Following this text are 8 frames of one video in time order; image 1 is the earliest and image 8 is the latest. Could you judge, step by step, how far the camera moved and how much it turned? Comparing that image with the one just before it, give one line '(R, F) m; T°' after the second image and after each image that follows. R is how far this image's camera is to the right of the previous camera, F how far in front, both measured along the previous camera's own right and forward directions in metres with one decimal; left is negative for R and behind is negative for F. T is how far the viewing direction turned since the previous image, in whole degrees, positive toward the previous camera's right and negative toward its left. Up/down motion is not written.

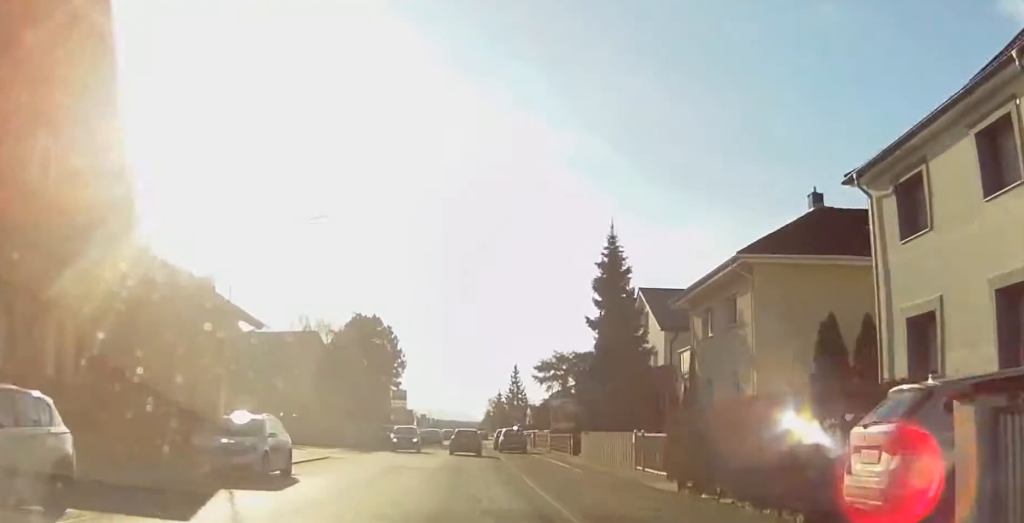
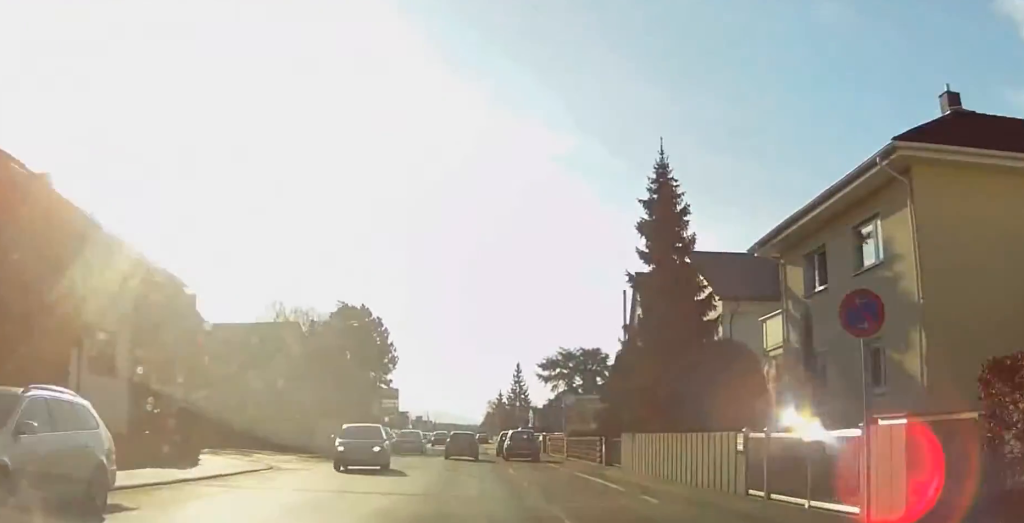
(+0.1, +12.0) m; -1°
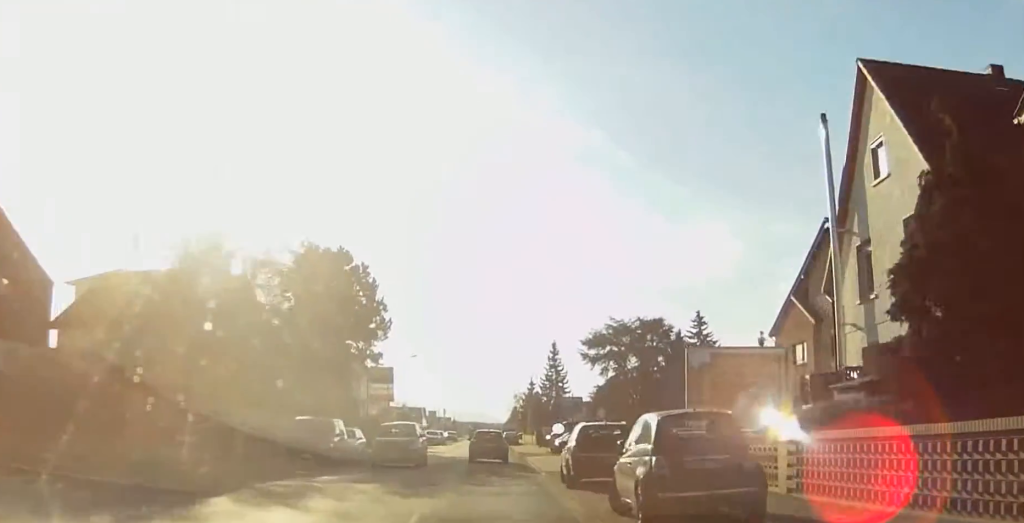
(-0.2, +33.4) m; +1°
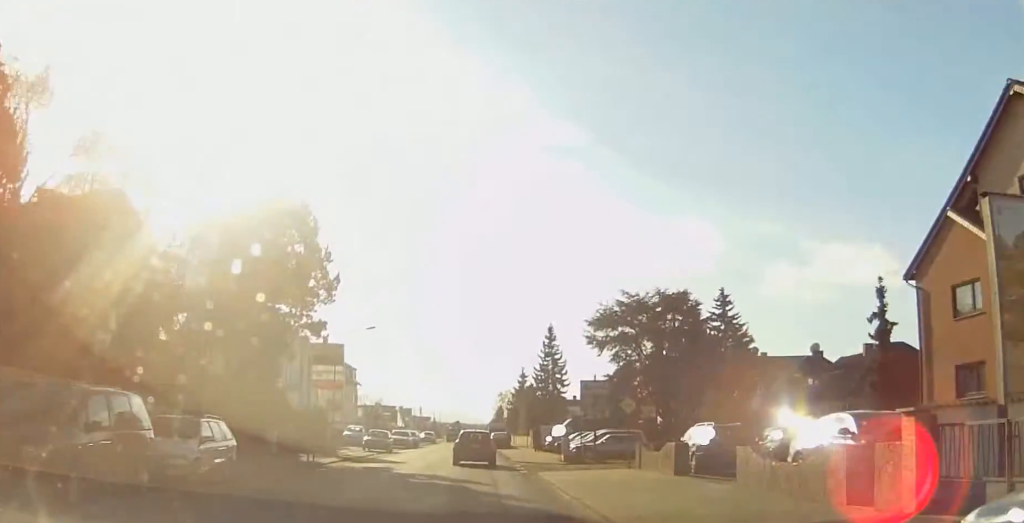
(+0.4, +21.2) m; +2°
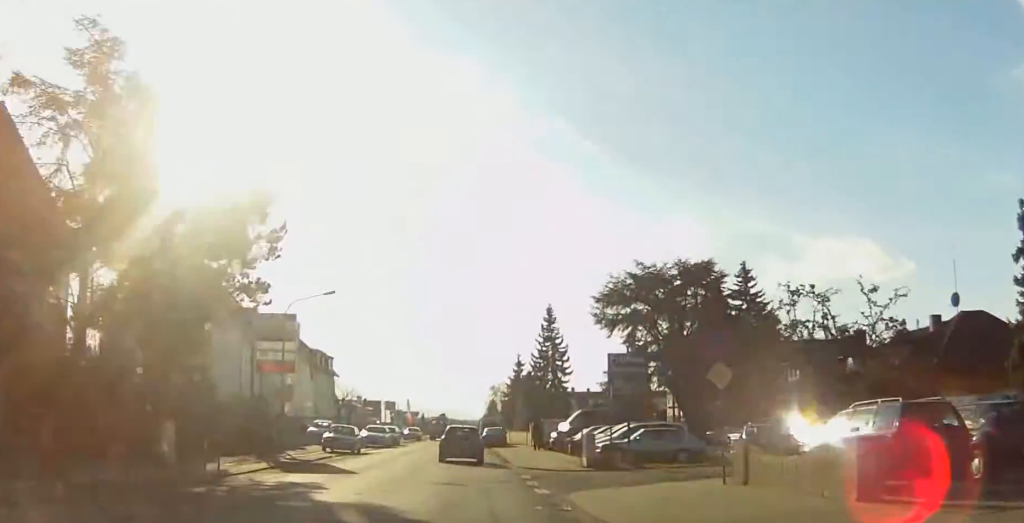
(-0.3, +13.1) m; +1°
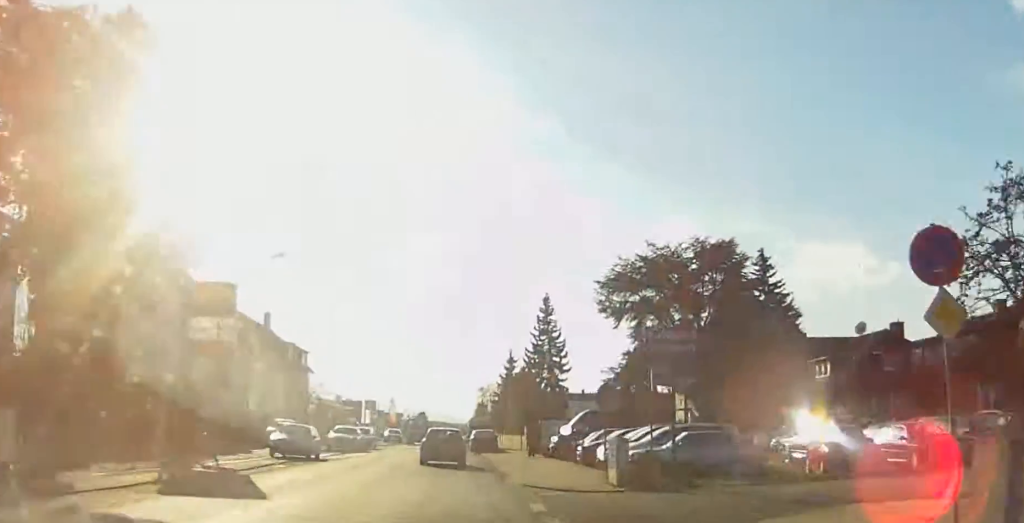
(+0.3, +9.9) m; +1°
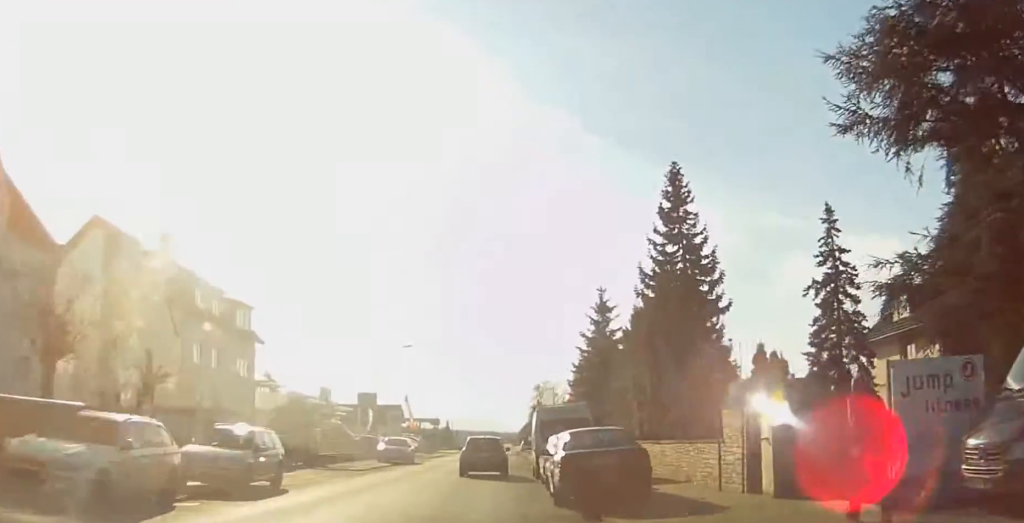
(-0.3, +44.8) m; -3°
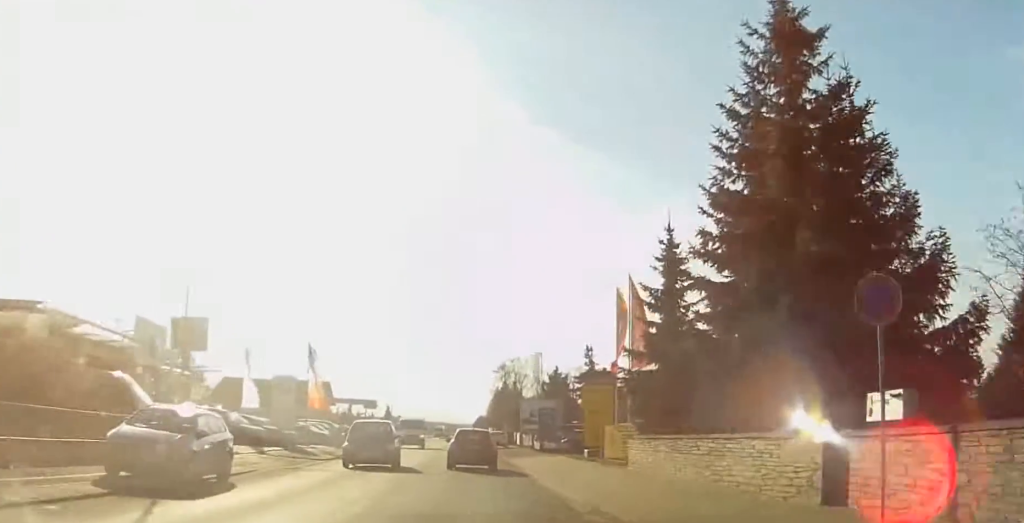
(-0.5, +35.8) m; -1°
